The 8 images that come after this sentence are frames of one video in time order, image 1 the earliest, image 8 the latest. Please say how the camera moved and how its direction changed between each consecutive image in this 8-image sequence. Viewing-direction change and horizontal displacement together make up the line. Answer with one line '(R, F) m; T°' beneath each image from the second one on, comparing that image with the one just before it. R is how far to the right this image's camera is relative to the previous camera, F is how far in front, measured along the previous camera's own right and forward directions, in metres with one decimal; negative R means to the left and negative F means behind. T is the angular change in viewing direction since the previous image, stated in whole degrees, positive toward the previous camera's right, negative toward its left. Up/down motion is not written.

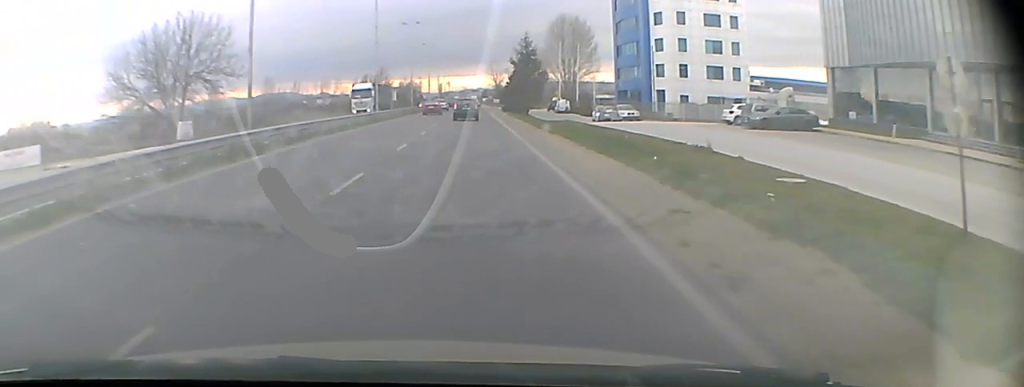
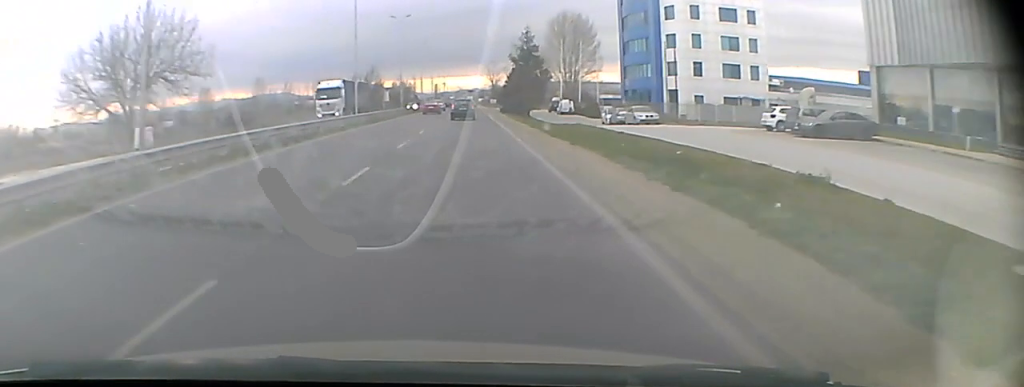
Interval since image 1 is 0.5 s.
(0.0, +7.7) m; 0°
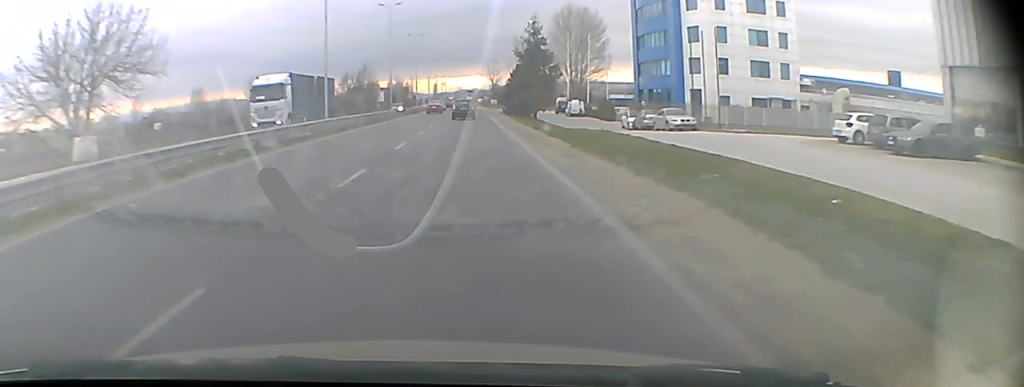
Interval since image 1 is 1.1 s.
(0.0, +9.2) m; 0°
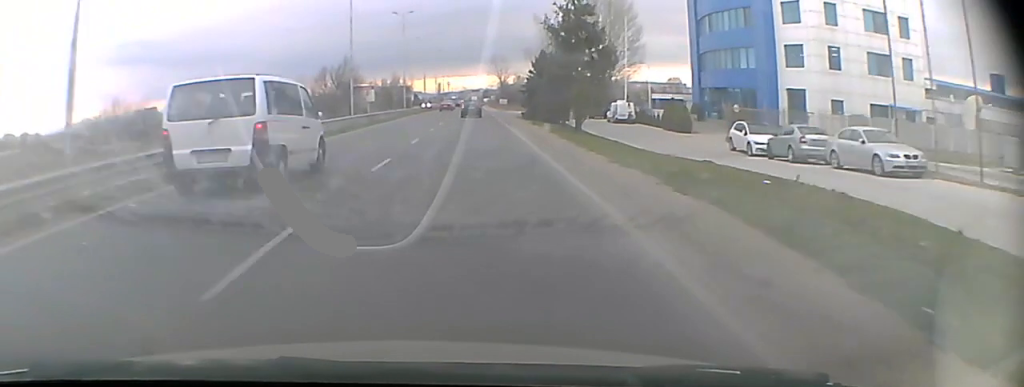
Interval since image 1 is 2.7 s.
(0.0, +23.9) m; 0°
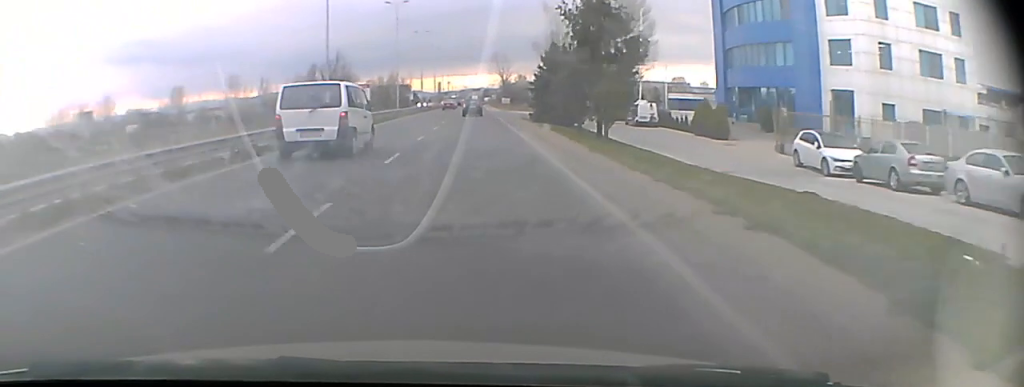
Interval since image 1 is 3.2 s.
(0.0, +7.3) m; 0°
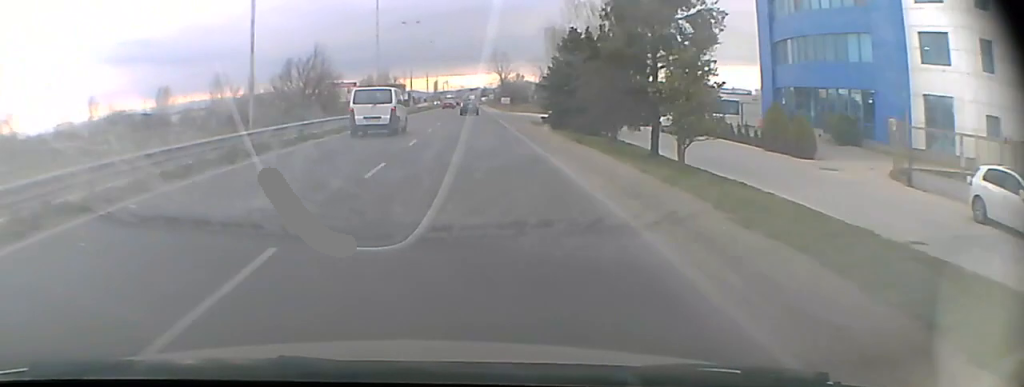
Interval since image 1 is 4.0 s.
(0.0, +11.5) m; 0°
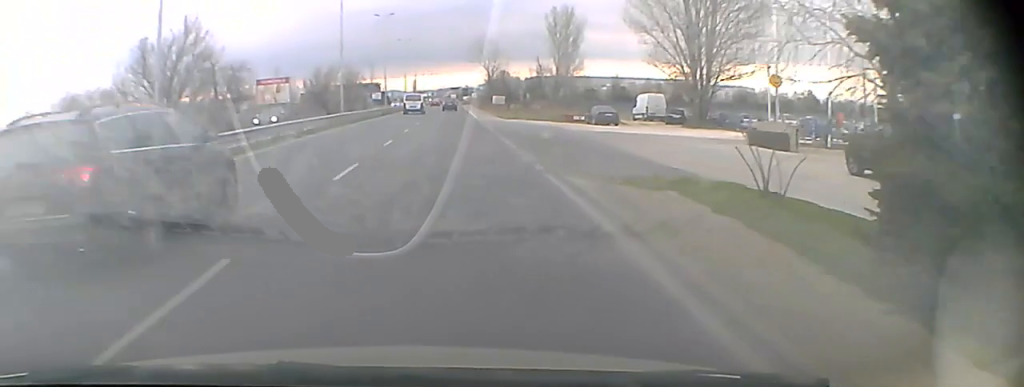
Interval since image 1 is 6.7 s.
(+0.2, +35.7) m; +3°
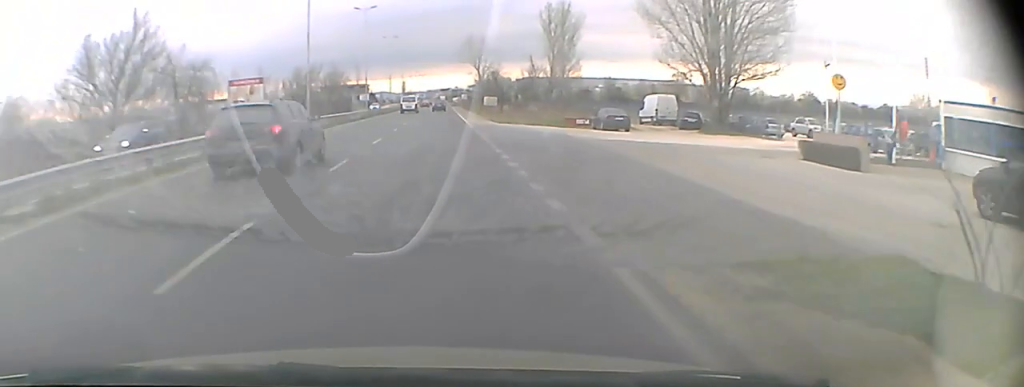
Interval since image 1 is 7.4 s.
(+0.2, +7.4) m; +2°
